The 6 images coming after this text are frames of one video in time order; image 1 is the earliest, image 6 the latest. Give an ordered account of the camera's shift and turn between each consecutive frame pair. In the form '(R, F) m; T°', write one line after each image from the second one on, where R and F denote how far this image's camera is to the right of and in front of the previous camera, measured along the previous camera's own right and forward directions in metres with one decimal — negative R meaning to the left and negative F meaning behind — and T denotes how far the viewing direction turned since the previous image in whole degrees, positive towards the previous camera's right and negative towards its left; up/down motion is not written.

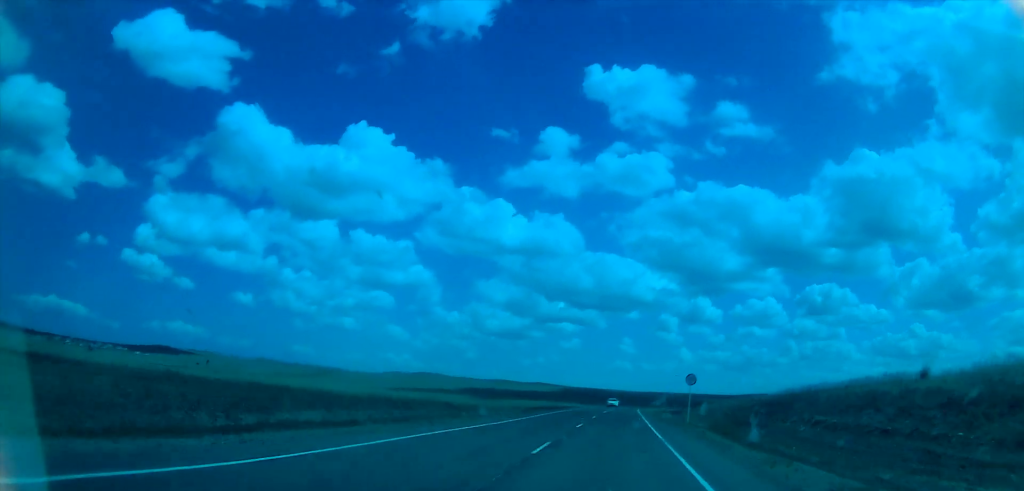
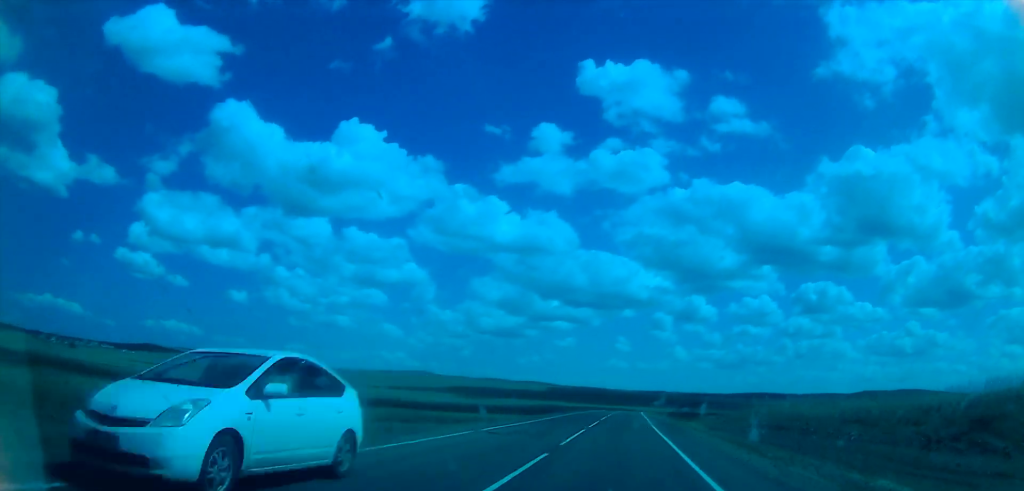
(-1.0, +48.0) m; -2°
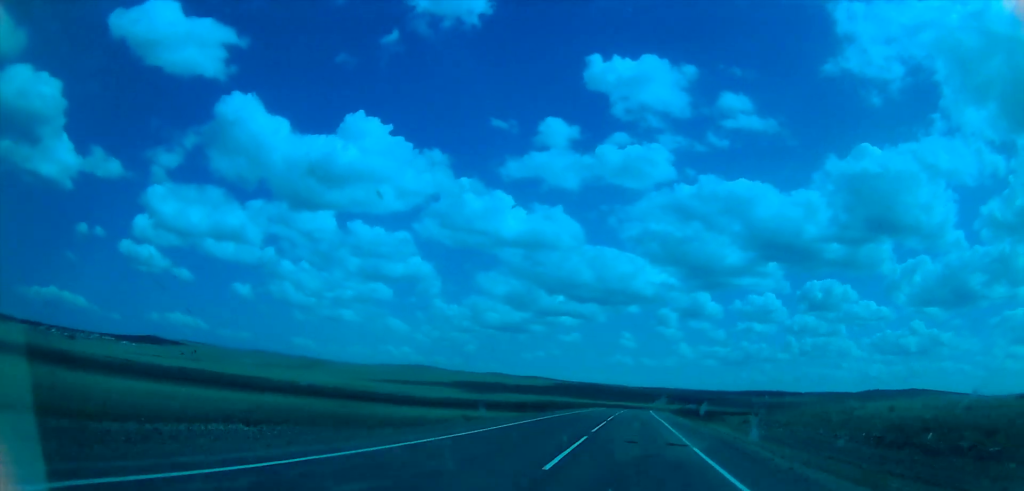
(-0.3, +18.3) m; 0°
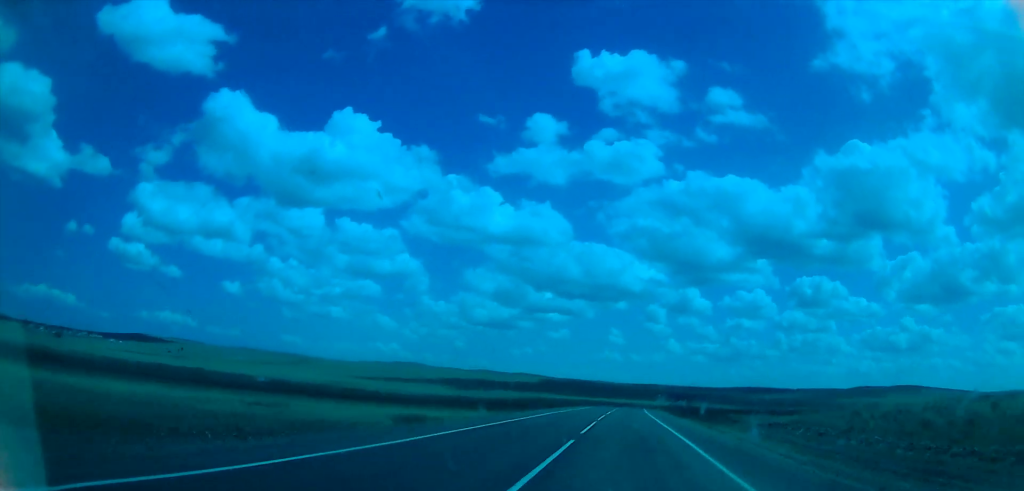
(-0.1, +15.1) m; +1°
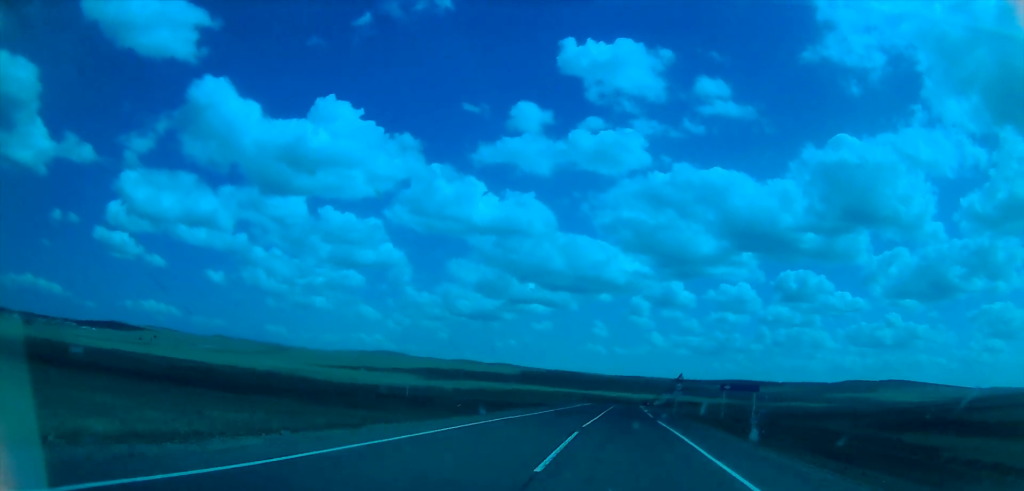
(+2.6, +57.0) m; +1°
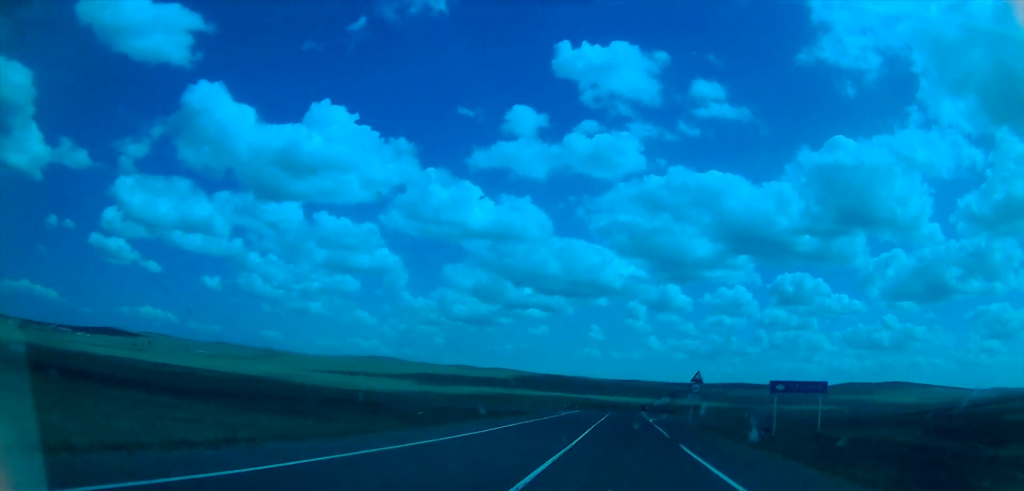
(0.0, +13.8) m; 0°
